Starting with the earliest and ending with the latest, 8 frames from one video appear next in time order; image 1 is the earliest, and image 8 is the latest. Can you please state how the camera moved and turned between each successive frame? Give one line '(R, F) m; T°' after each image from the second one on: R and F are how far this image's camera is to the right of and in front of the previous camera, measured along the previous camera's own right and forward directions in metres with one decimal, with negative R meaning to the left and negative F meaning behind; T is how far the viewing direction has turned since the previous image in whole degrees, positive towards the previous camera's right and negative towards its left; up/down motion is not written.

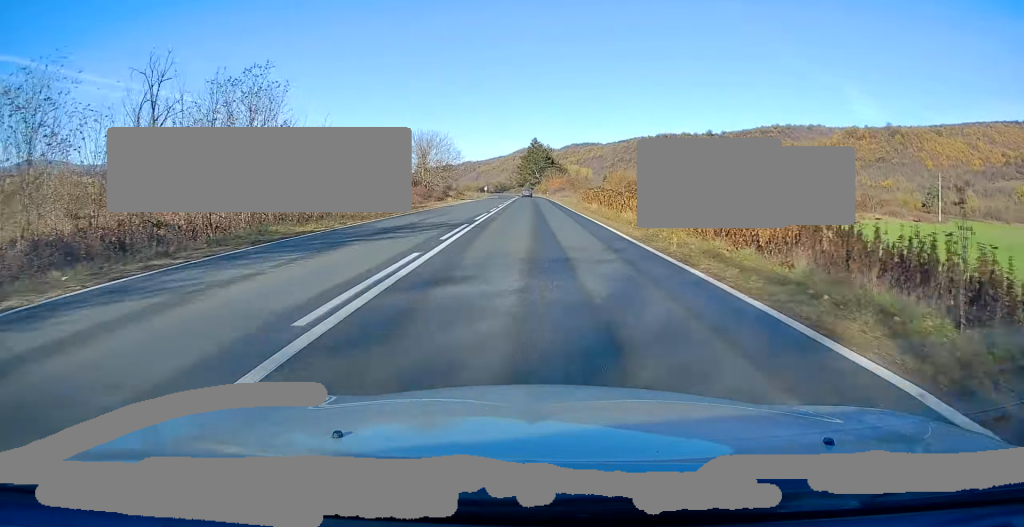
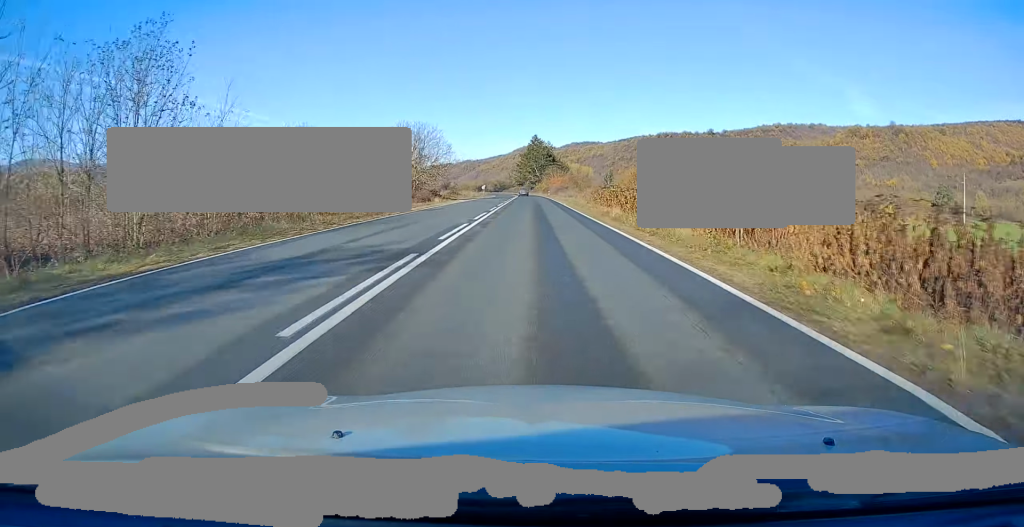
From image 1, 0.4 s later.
(+0.1, +9.4) m; 0°
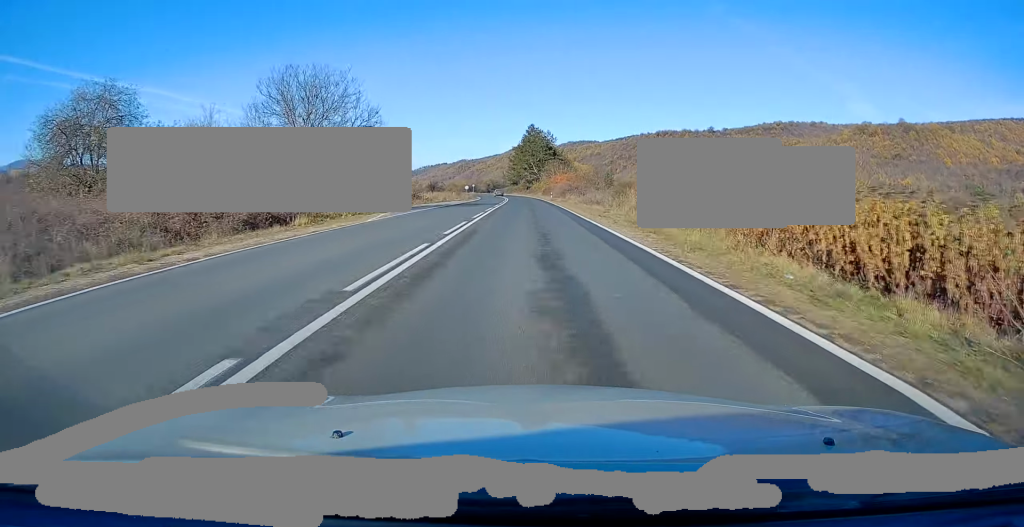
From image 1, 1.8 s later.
(-0.5, +33.3) m; -1°
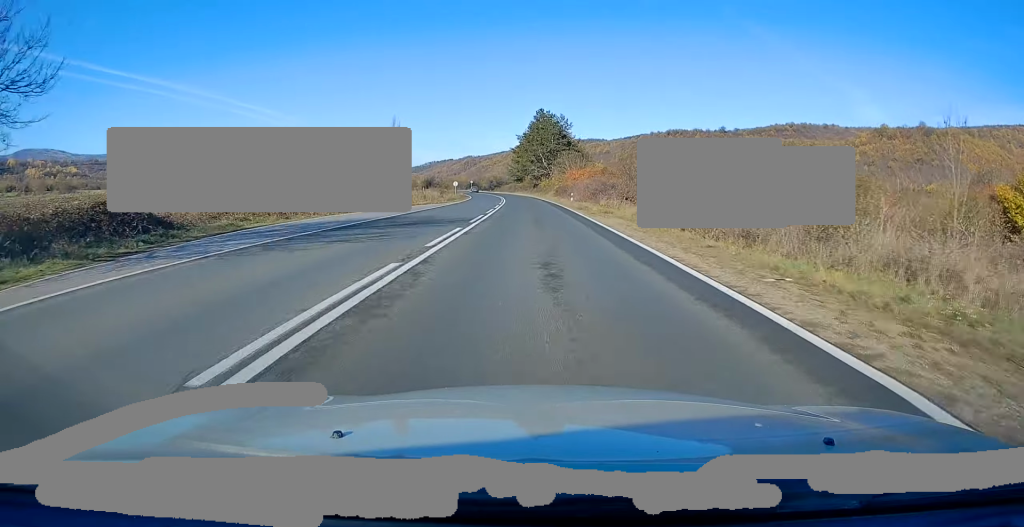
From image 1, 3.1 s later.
(0.0, +30.1) m; 0°
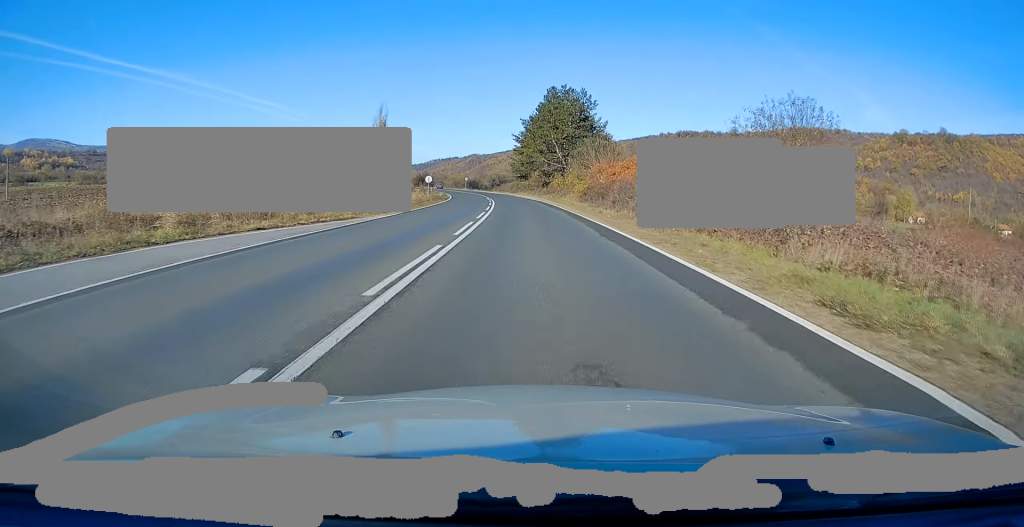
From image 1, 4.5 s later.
(-0.1, +32.5) m; 0°
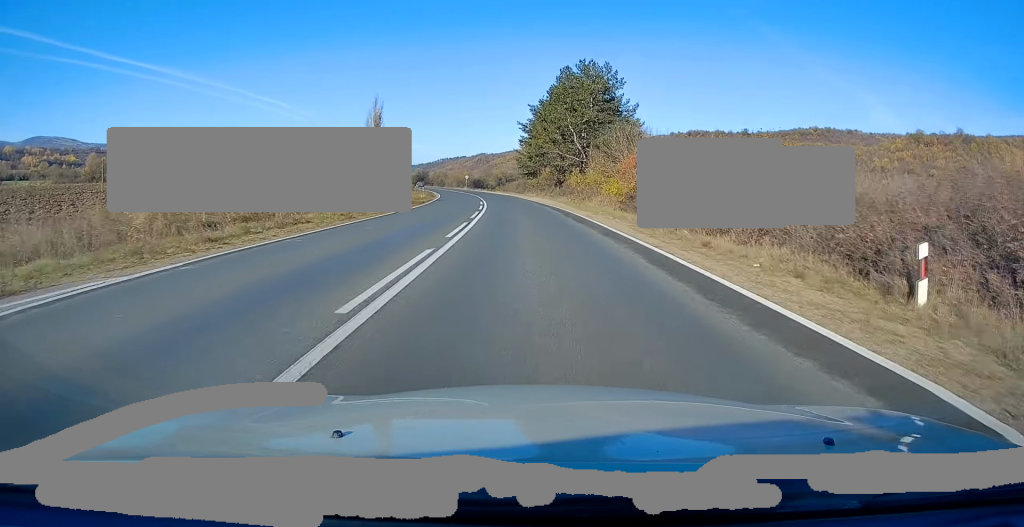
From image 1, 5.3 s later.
(+0.1, +18.6) m; -1°
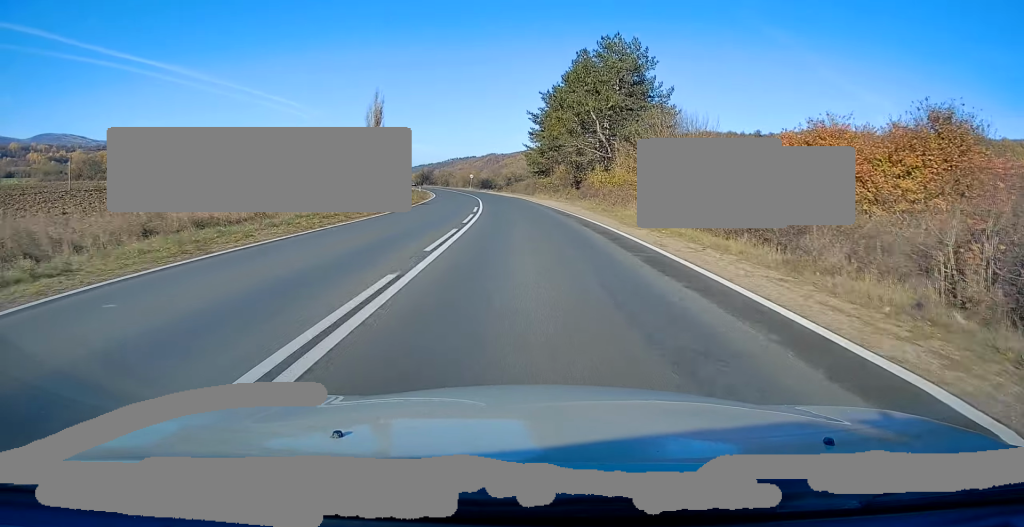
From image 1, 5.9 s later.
(-0.2, +12.4) m; -1°
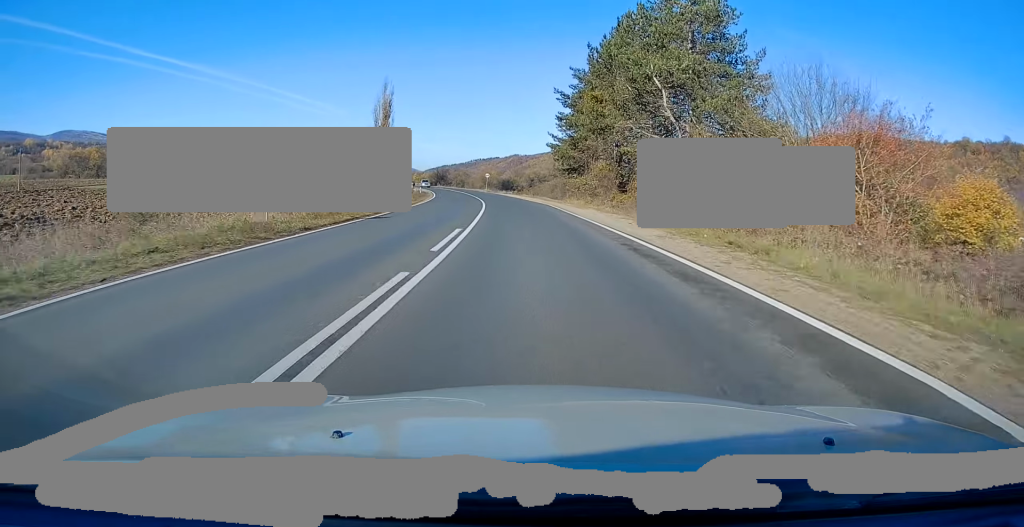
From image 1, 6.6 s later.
(-0.3, +17.8) m; -2°
